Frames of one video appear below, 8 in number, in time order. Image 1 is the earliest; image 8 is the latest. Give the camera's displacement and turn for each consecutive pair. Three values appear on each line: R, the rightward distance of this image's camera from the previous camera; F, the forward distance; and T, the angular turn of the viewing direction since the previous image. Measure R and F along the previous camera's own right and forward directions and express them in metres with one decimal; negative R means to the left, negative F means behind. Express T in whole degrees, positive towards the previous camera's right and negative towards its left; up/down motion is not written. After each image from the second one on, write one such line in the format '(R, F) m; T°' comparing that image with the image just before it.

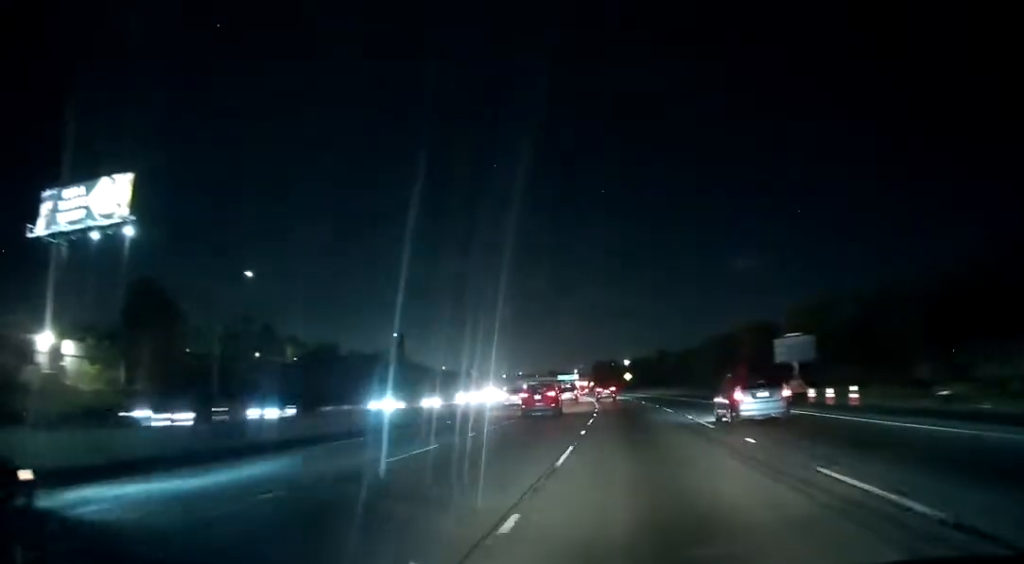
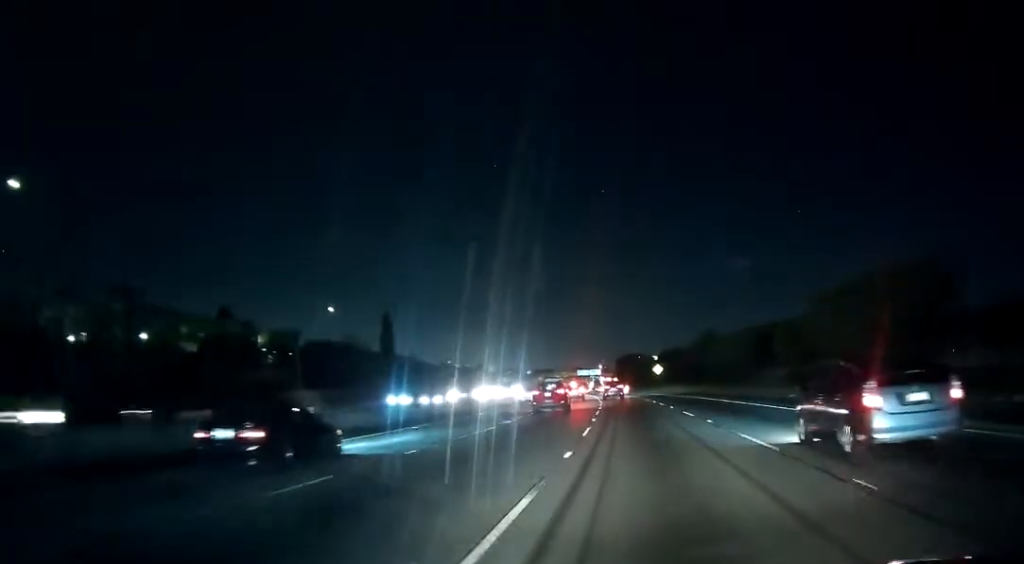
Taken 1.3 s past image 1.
(-1.1, +36.8) m; -2°
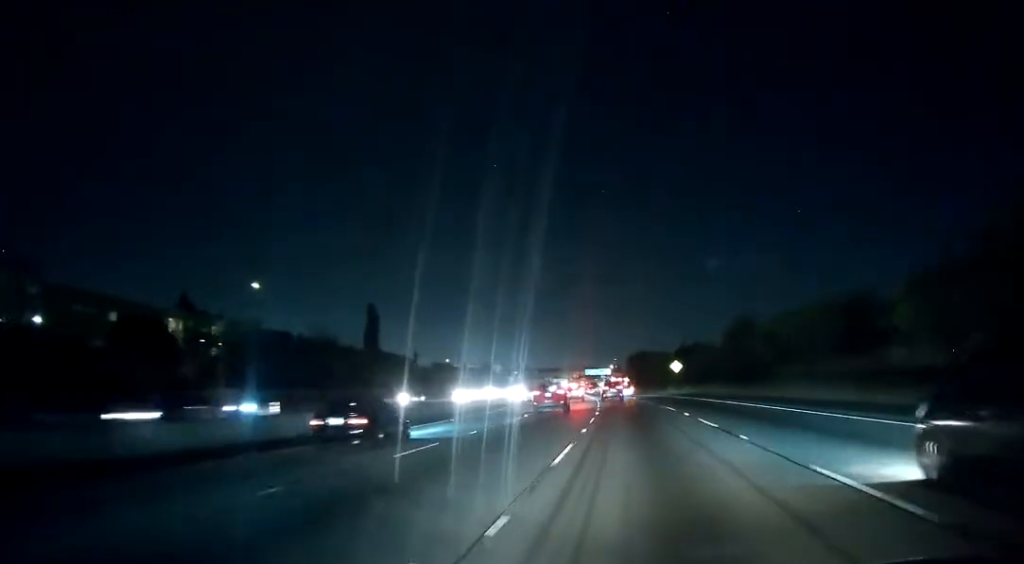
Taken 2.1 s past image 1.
(-0.1, +21.8) m; 0°
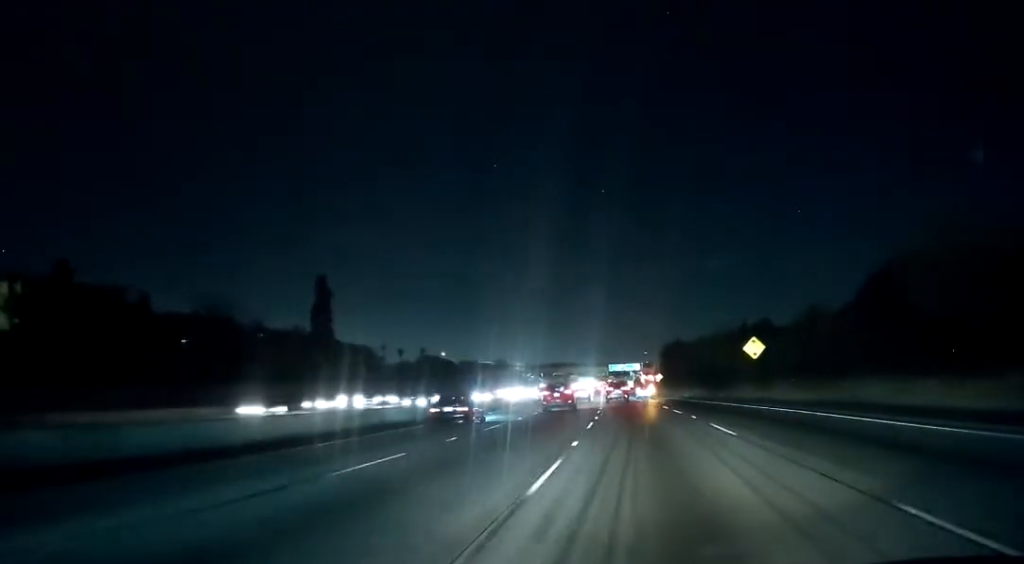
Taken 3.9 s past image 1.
(-0.6, +47.6) m; -2°
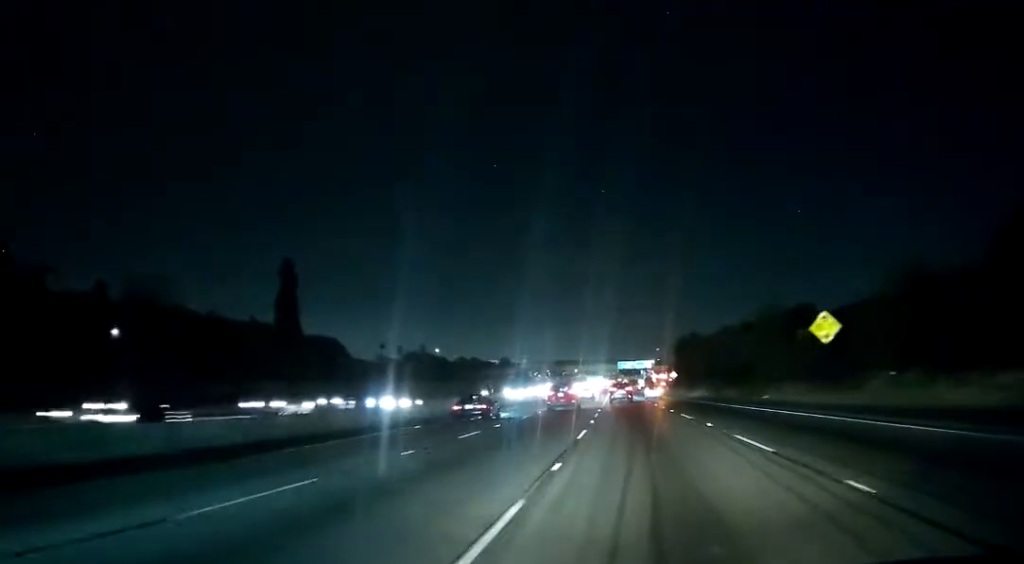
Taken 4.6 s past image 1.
(0.0, +18.8) m; -1°
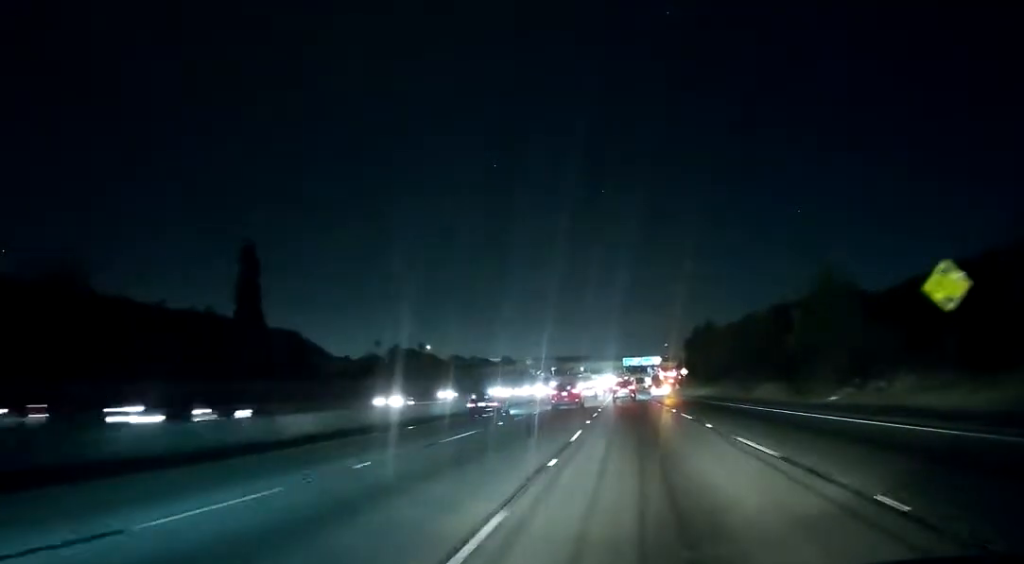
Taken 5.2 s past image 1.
(-0.2, +16.0) m; -1°
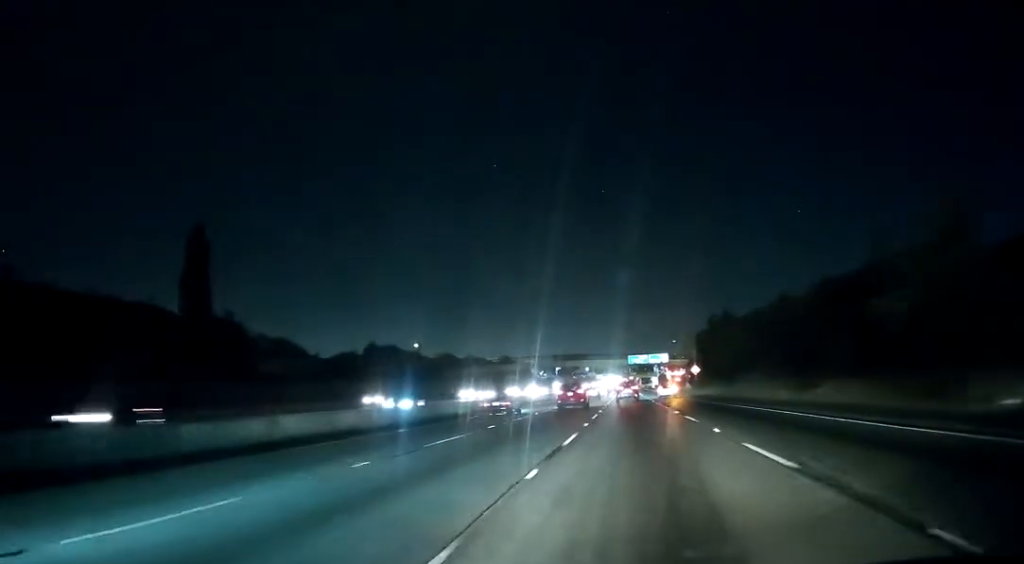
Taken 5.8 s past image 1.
(-0.3, +16.0) m; -1°
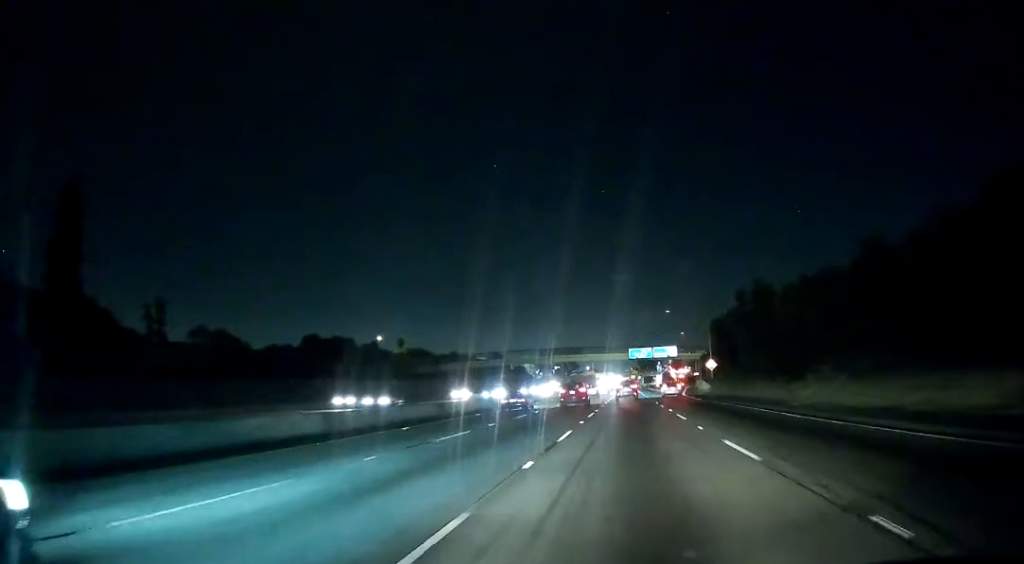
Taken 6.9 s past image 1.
(-0.1, +28.3) m; 0°
